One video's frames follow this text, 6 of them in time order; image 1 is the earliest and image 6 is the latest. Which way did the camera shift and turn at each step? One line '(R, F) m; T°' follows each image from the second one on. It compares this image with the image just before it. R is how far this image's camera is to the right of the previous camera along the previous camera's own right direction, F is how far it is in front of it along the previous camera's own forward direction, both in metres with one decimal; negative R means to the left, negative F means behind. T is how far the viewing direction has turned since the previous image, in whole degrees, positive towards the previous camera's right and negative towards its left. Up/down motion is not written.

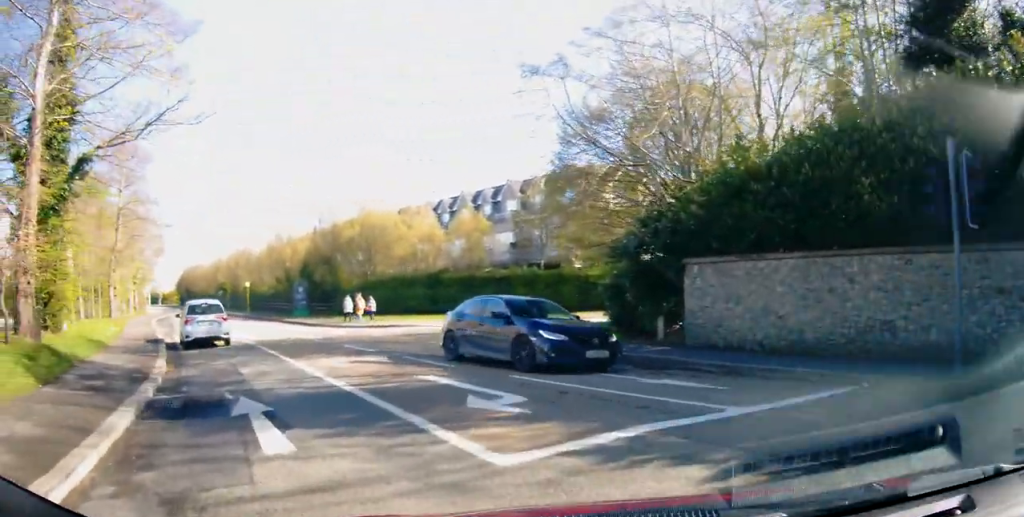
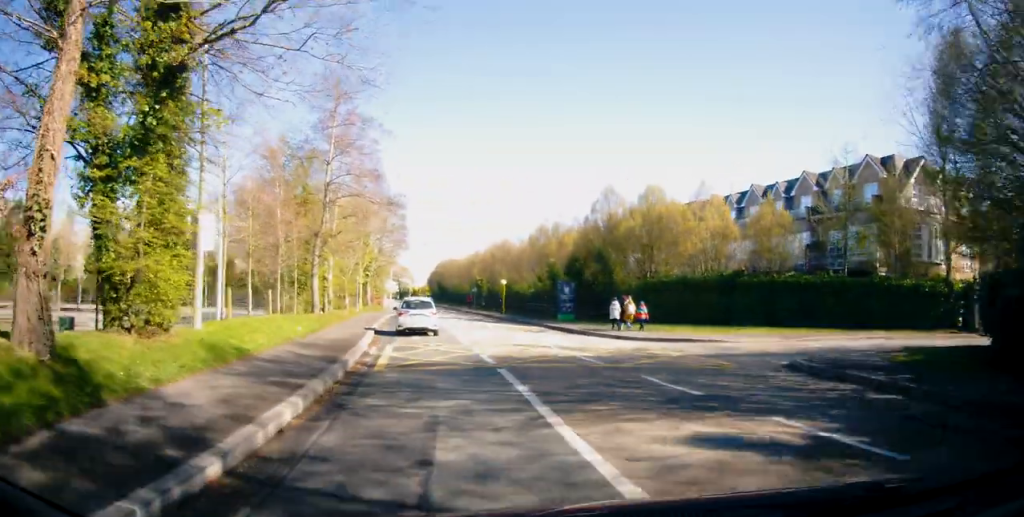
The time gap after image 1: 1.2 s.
(-1.2, +6.0) m; -18°
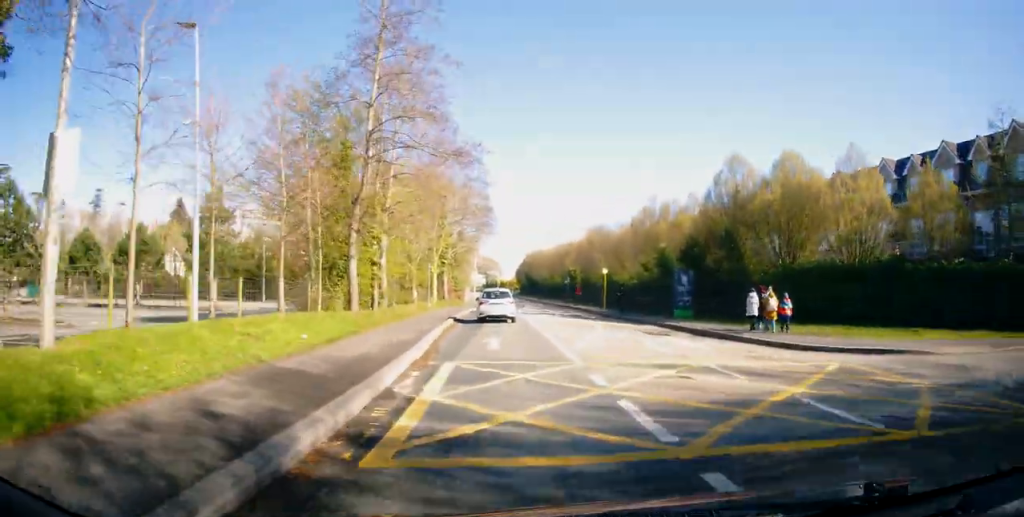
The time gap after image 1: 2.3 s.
(-0.6, +7.0) m; -10°
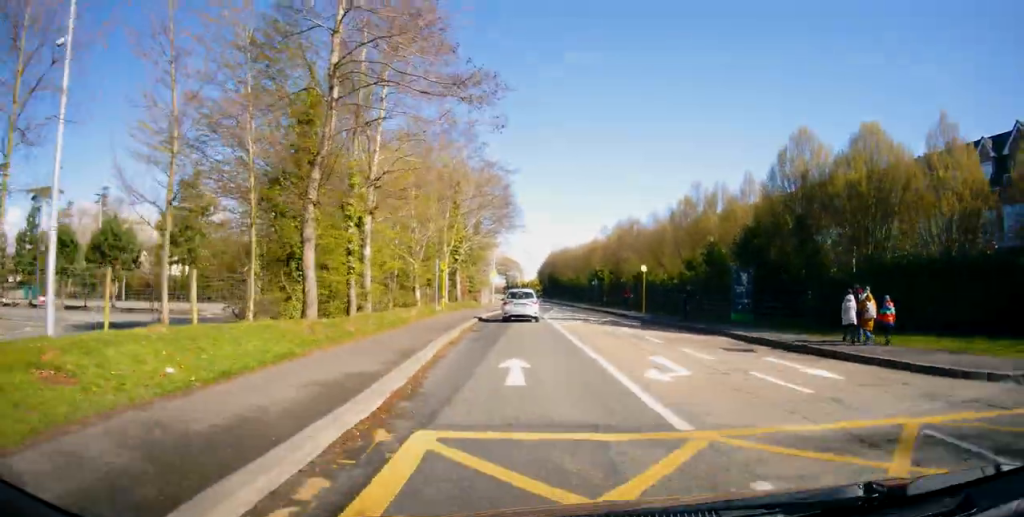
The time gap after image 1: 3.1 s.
(-0.3, +5.7) m; -4°
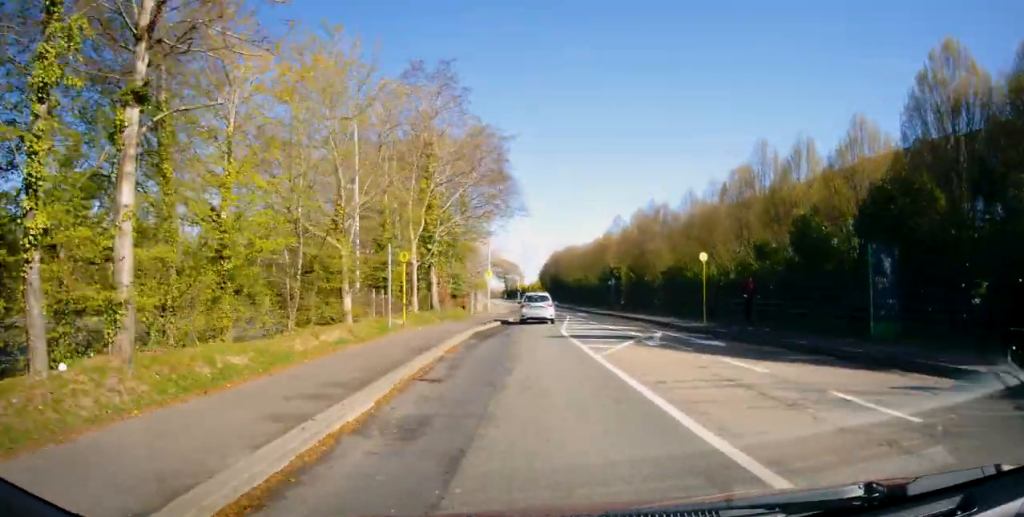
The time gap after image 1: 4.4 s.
(-0.3, +11.1) m; -1°
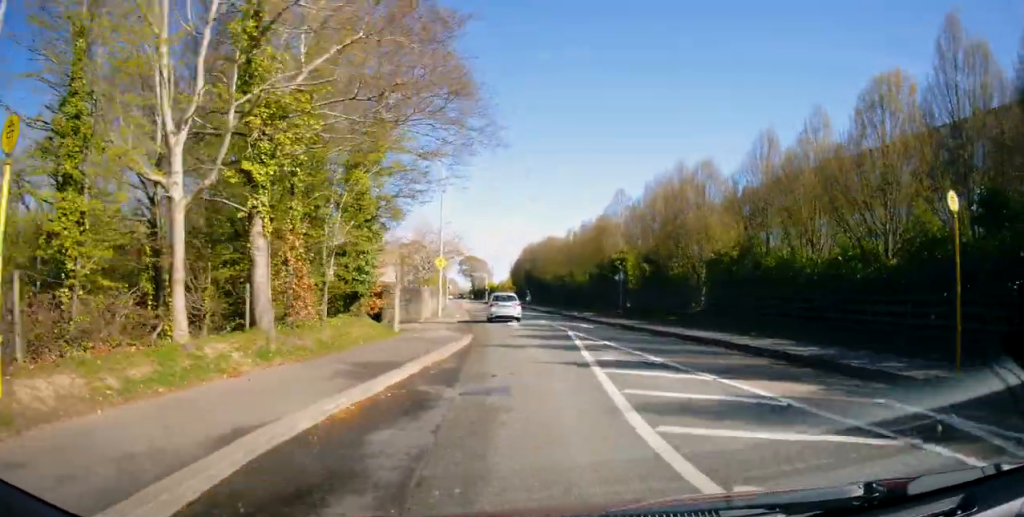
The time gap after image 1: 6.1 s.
(+0.5, +16.1) m; +4°
